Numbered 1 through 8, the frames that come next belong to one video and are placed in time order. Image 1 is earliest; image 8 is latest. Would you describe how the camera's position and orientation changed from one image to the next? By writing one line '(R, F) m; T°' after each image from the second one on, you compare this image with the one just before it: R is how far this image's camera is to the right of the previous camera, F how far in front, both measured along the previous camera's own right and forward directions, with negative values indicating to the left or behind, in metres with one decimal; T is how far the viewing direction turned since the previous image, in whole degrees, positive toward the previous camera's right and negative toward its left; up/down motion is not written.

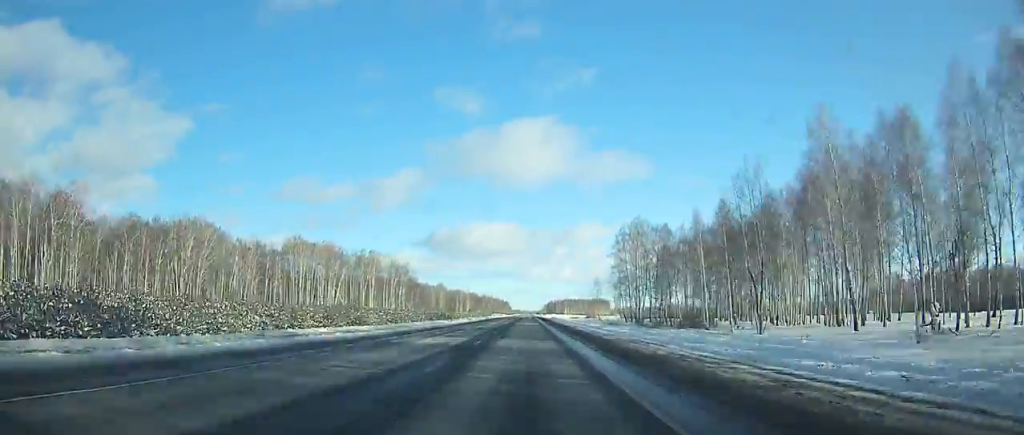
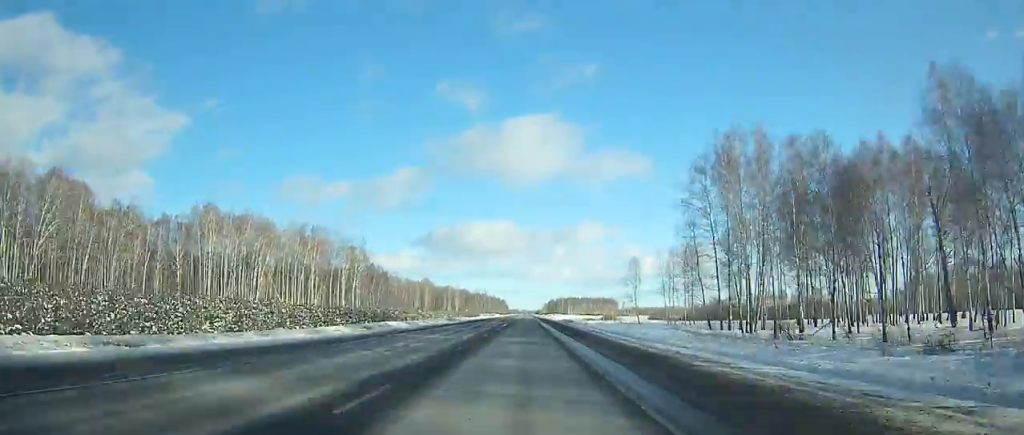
(-0.1, +61.5) m; 0°
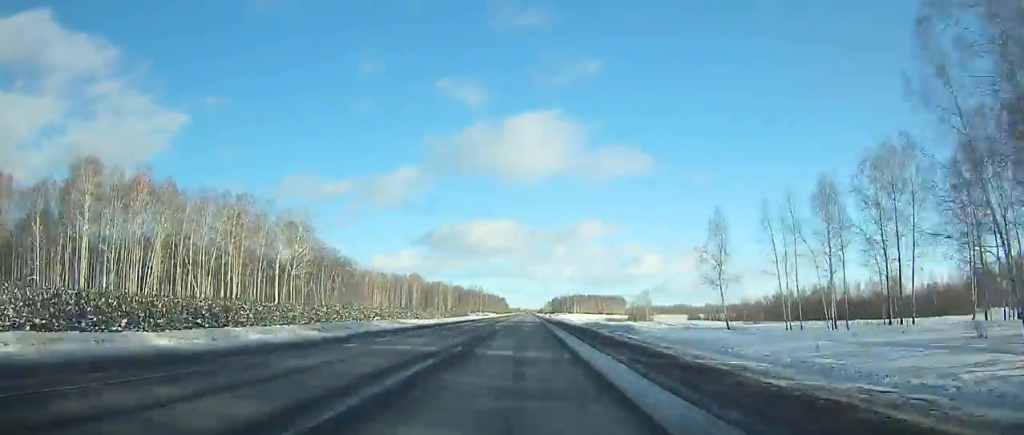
(+0.1, +48.9) m; 0°
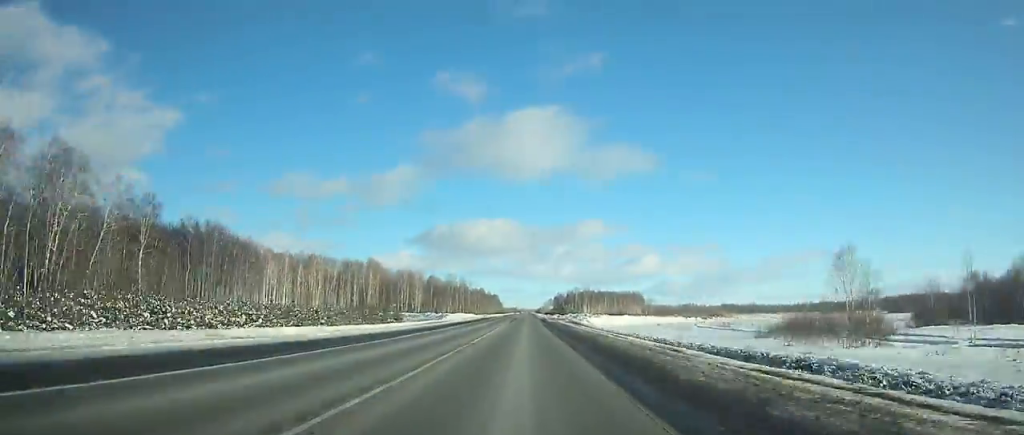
(+0.2, +95.4) m; 0°
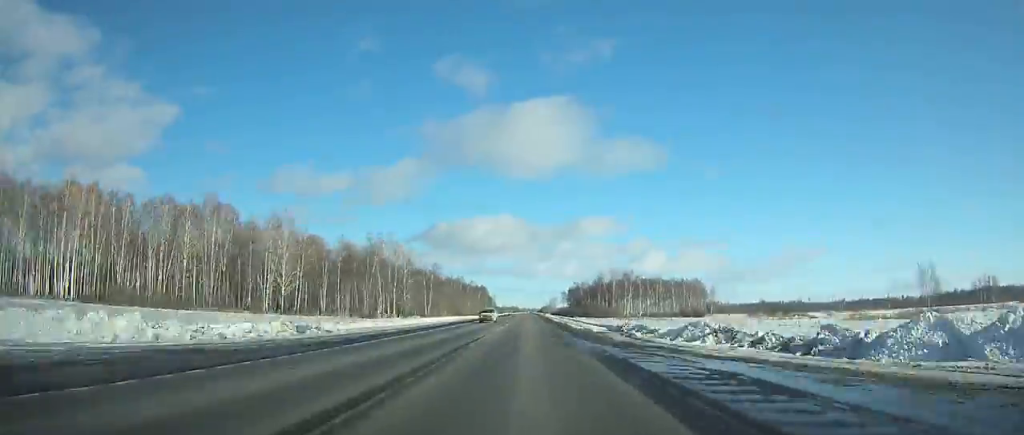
(-0.2, +153.4) m; 0°
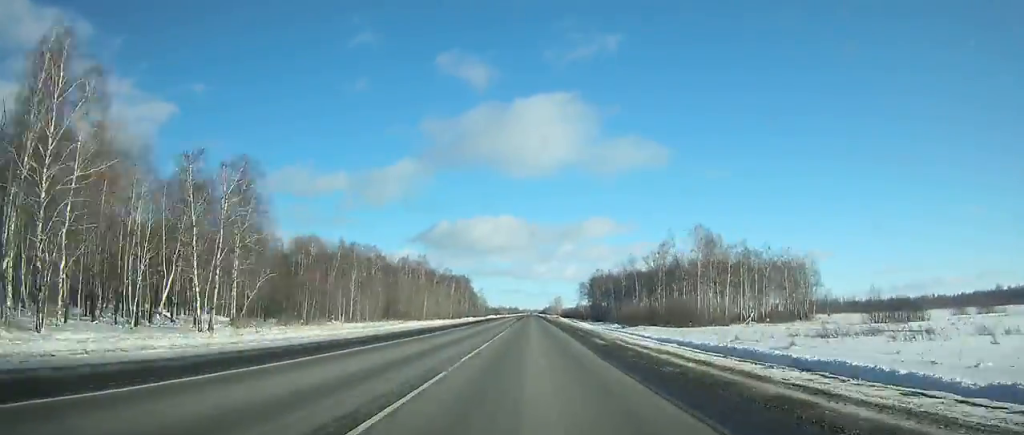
(-0.1, +109.2) m; 0°
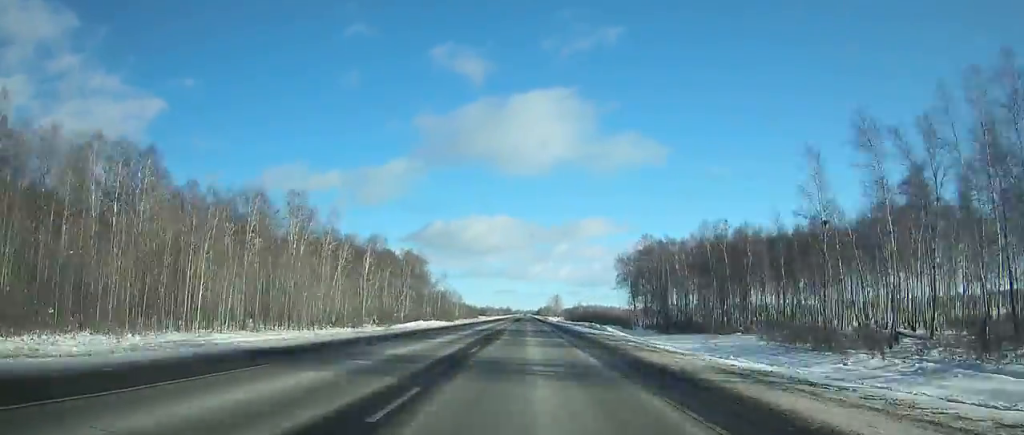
(0.0, +101.3) m; 0°
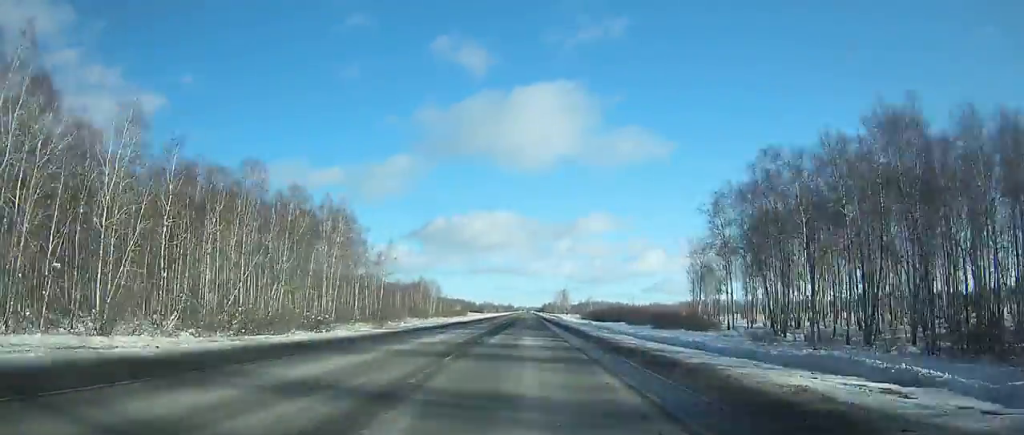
(+0.1, +64.6) m; 0°
